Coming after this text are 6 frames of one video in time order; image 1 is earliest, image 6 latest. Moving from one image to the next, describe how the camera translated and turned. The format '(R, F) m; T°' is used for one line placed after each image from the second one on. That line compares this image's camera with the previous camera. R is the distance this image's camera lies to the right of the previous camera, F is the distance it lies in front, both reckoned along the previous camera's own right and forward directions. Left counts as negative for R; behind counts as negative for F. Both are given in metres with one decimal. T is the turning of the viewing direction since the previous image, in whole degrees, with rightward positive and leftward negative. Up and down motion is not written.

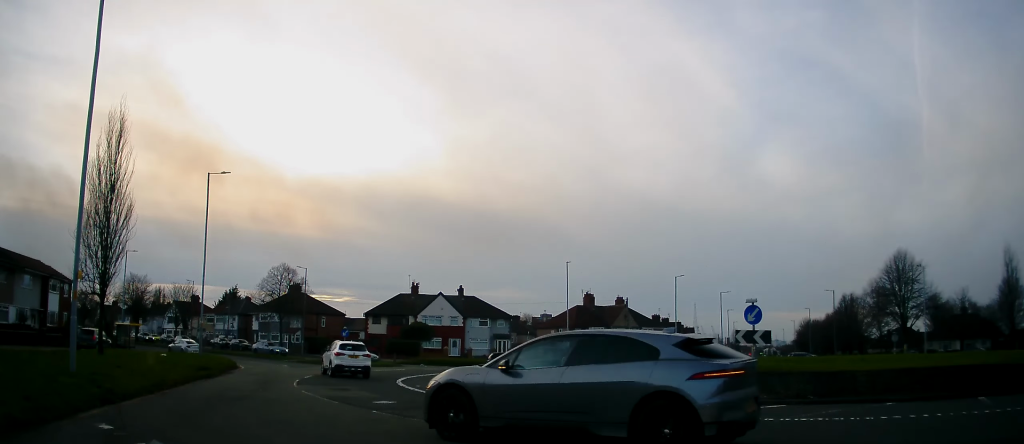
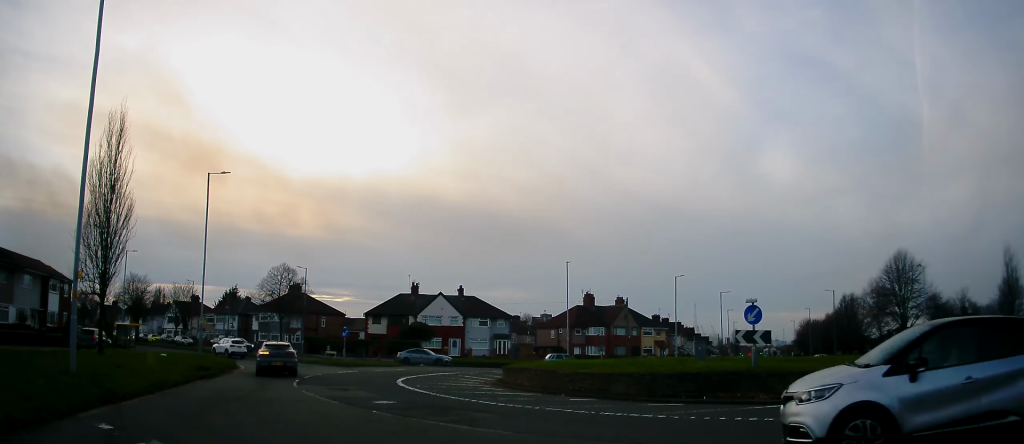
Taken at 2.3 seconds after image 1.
(0.0, 0.0) m; 0°
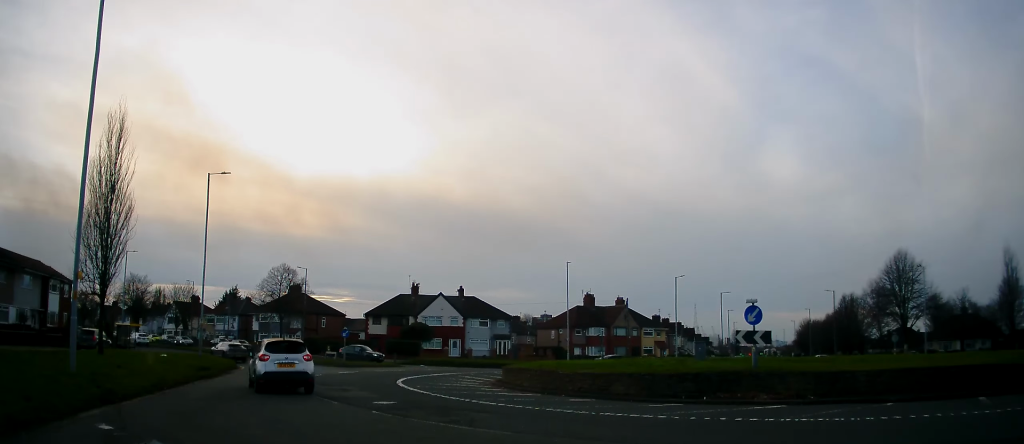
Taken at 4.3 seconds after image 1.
(0.0, 0.0) m; 0°
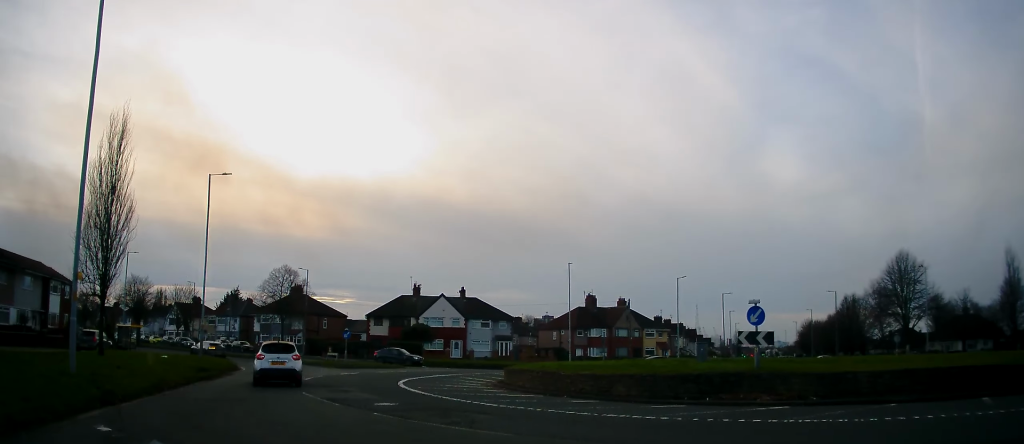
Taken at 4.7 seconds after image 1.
(0.0, 0.0) m; 0°
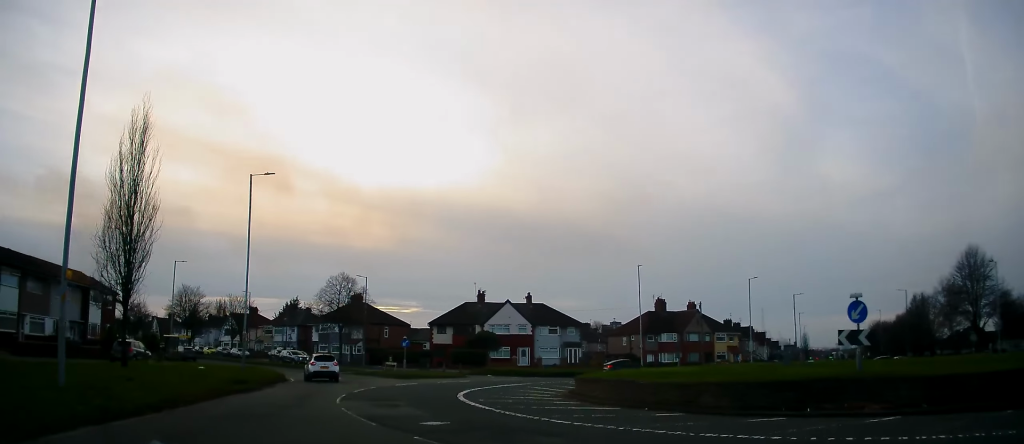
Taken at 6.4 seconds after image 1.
(-0.4, +1.3) m; -9°
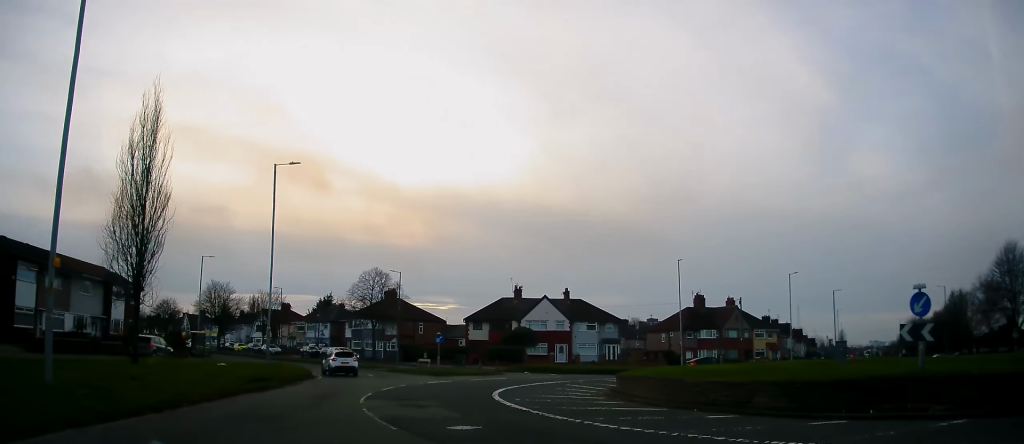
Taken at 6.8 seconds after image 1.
(-0.1, +0.8) m; -8°
